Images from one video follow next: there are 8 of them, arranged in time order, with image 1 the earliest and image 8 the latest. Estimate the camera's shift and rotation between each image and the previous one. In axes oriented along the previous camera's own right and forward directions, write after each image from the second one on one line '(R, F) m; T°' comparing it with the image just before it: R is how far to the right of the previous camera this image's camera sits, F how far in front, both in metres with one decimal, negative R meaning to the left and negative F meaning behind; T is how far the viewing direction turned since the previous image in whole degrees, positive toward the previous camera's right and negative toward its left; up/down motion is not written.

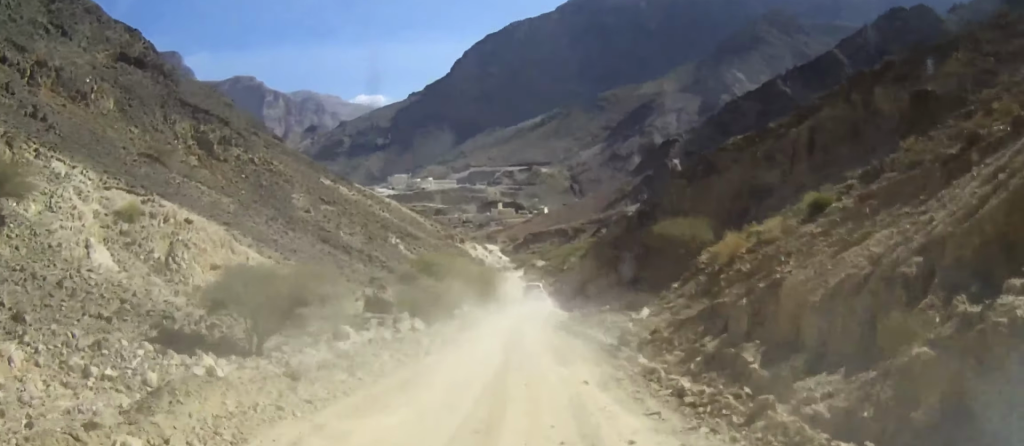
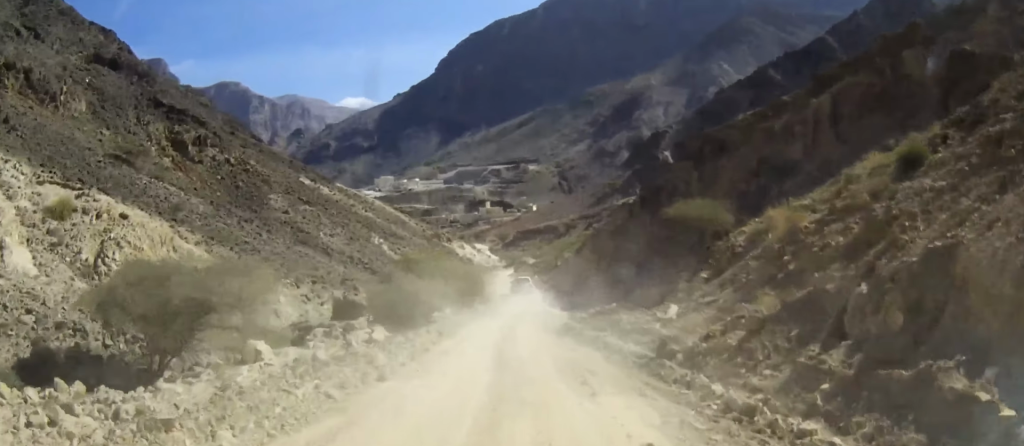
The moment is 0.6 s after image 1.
(0.0, +6.8) m; 0°
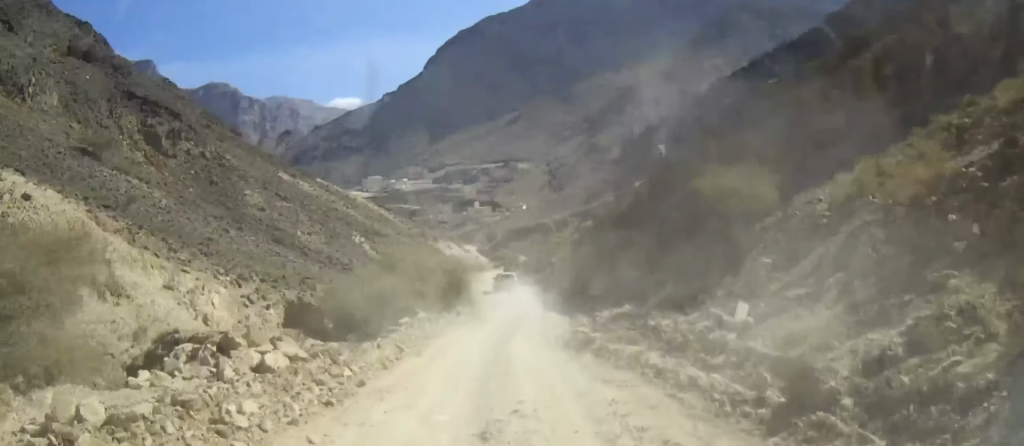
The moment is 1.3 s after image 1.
(0.0, +8.3) m; +1°
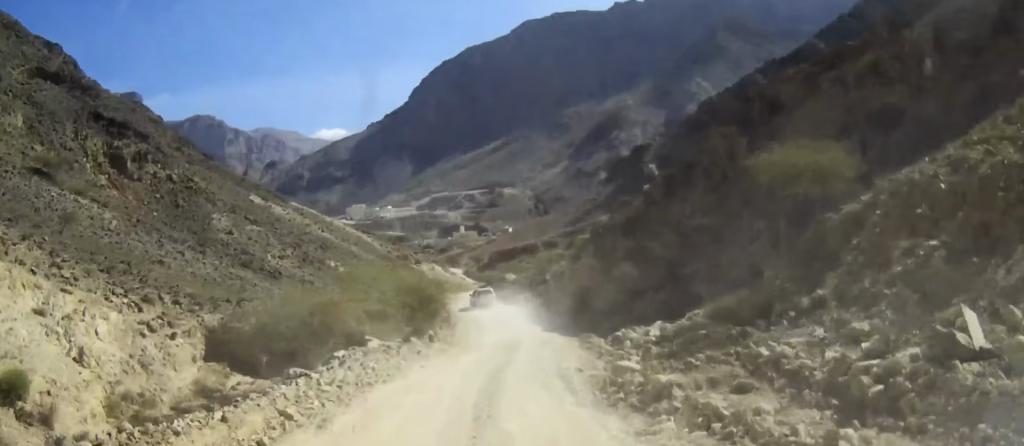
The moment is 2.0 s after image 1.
(+0.1, +8.8) m; +1°
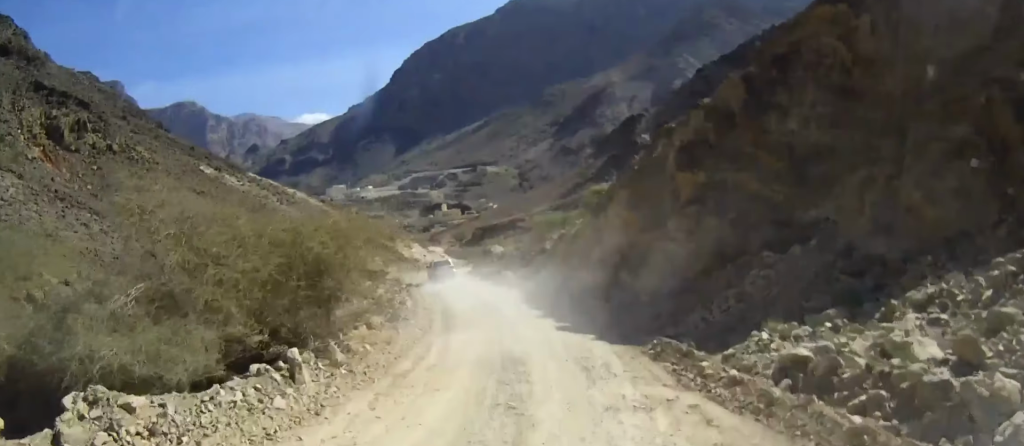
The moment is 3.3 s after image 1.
(+0.2, +18.0) m; +2°
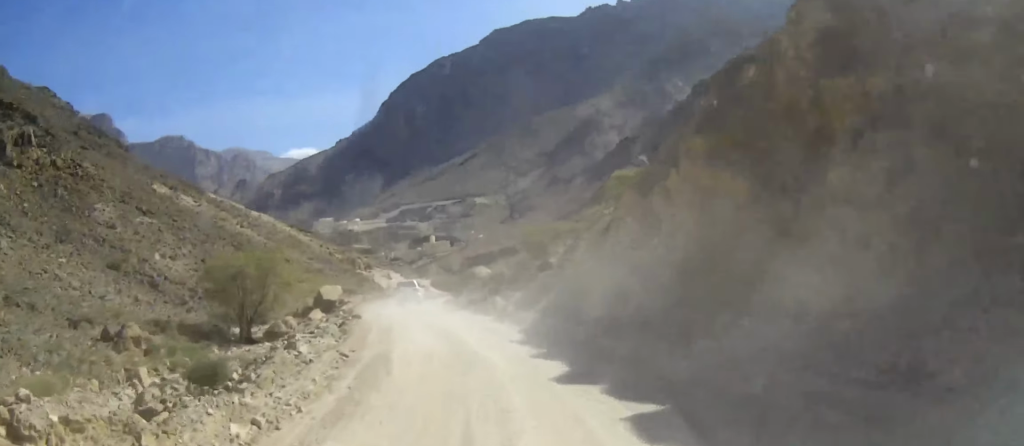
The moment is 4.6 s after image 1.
(+0.2, +16.1) m; 0°
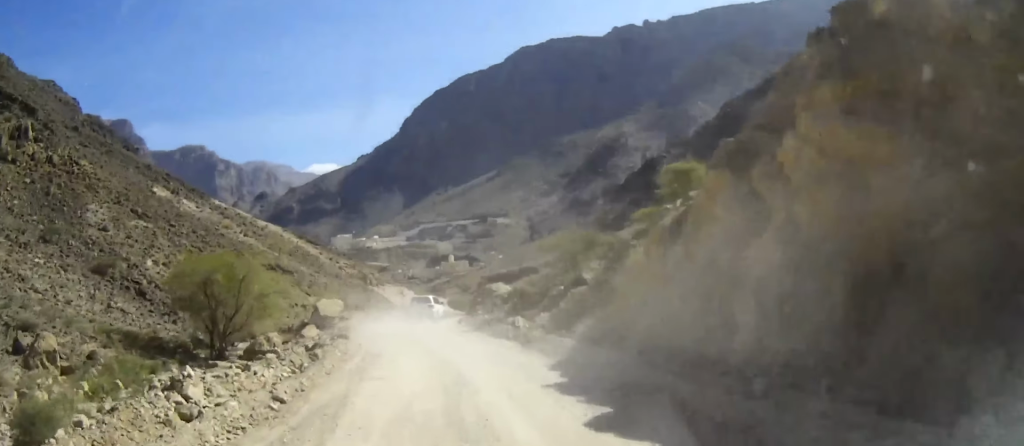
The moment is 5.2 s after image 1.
(0.0, +6.9) m; -1°
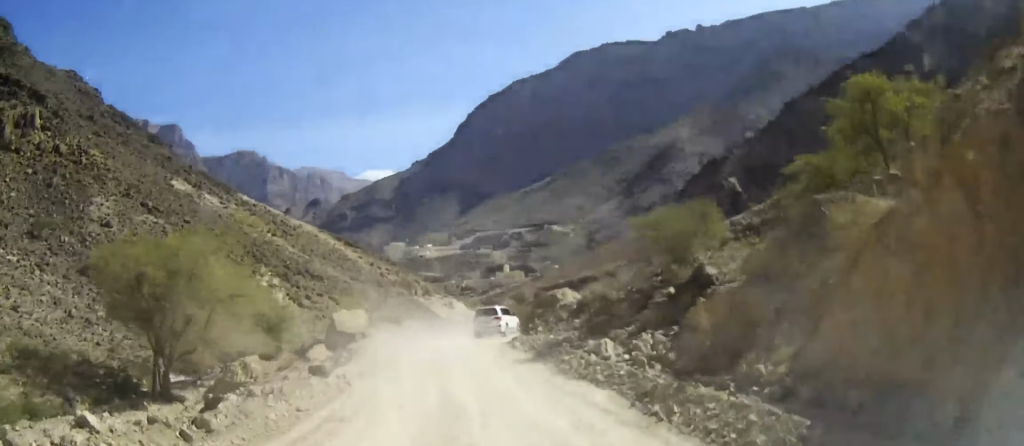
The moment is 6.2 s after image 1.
(-0.2, +11.0) m; -3°
